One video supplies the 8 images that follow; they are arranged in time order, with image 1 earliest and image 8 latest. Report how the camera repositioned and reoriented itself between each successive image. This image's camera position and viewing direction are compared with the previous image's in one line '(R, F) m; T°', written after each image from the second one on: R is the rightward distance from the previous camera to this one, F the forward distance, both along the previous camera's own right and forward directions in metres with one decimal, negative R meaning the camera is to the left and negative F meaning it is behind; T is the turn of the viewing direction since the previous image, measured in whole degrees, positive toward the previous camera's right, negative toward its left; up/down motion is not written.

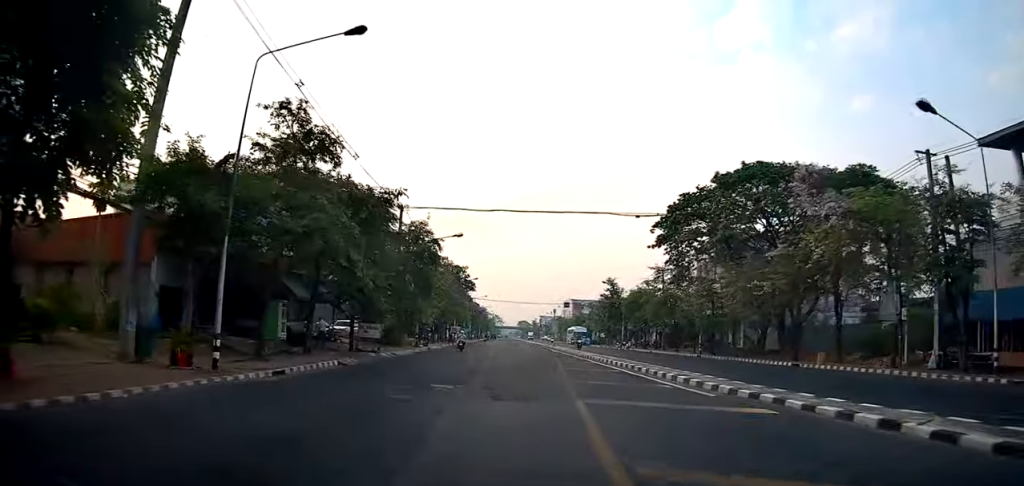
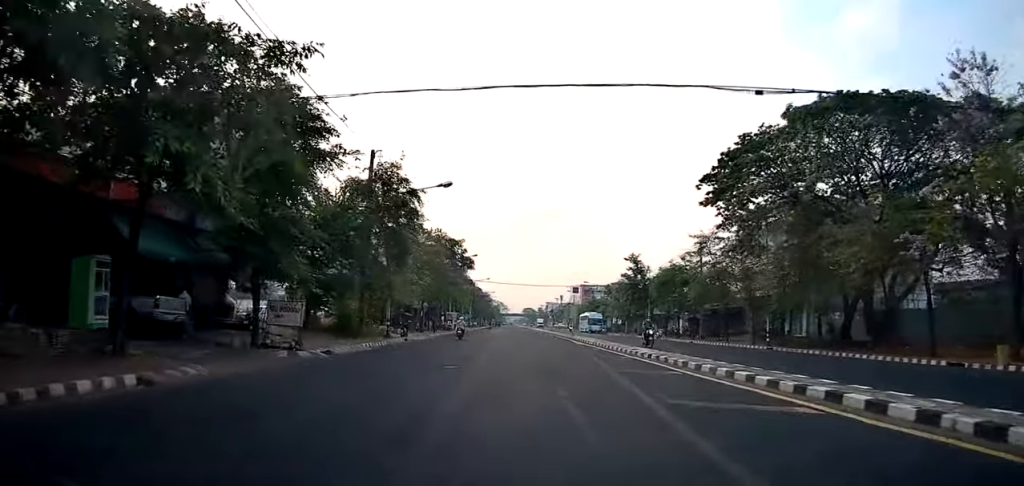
(-0.1, +13.2) m; -1°
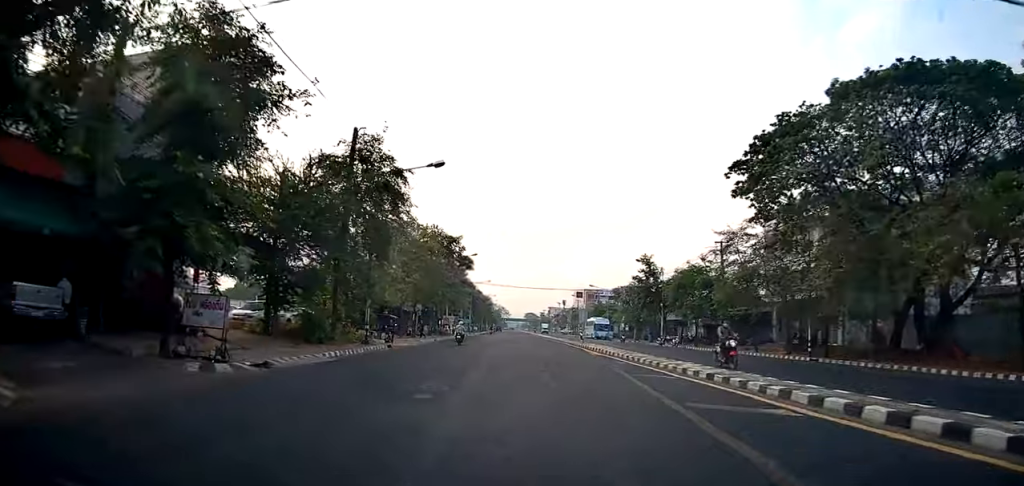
(-0.1, +5.6) m; +1°
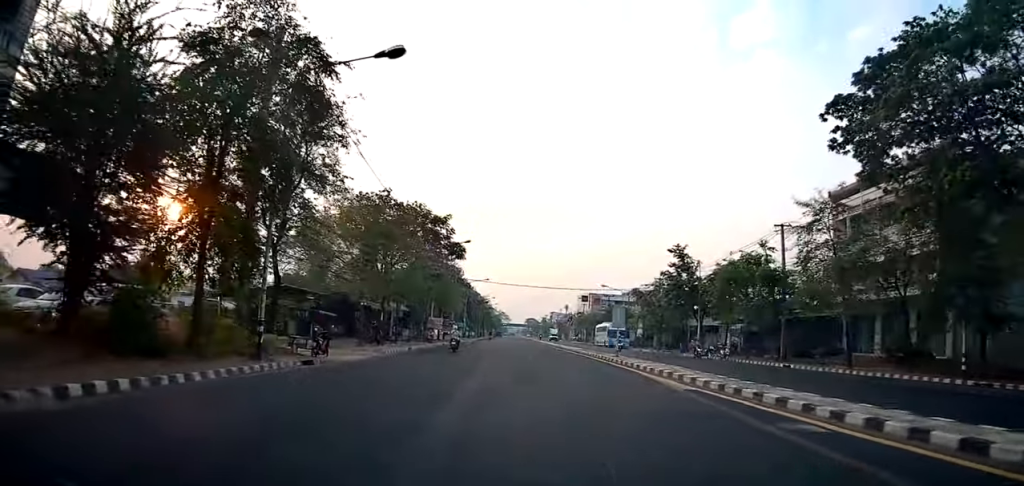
(+0.3, +12.7) m; +1°
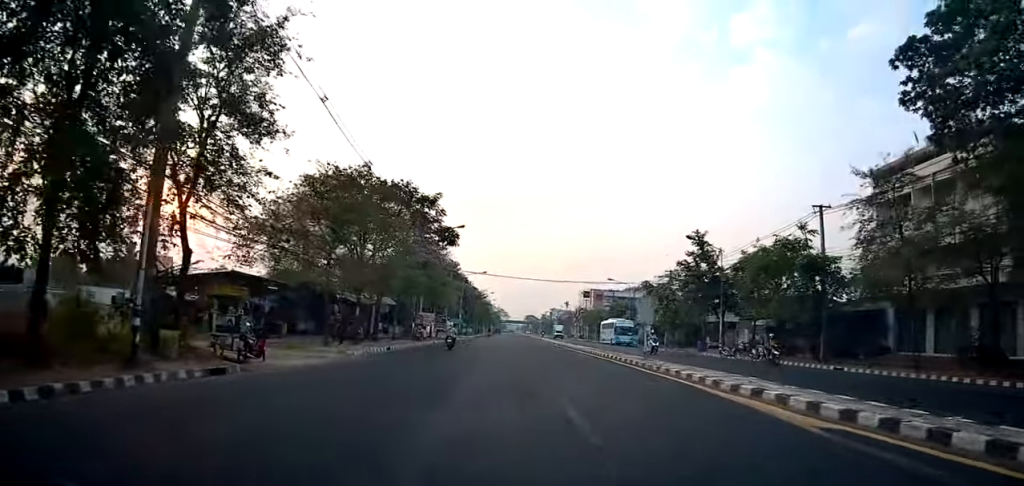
(+0.3, +5.9) m; 0°
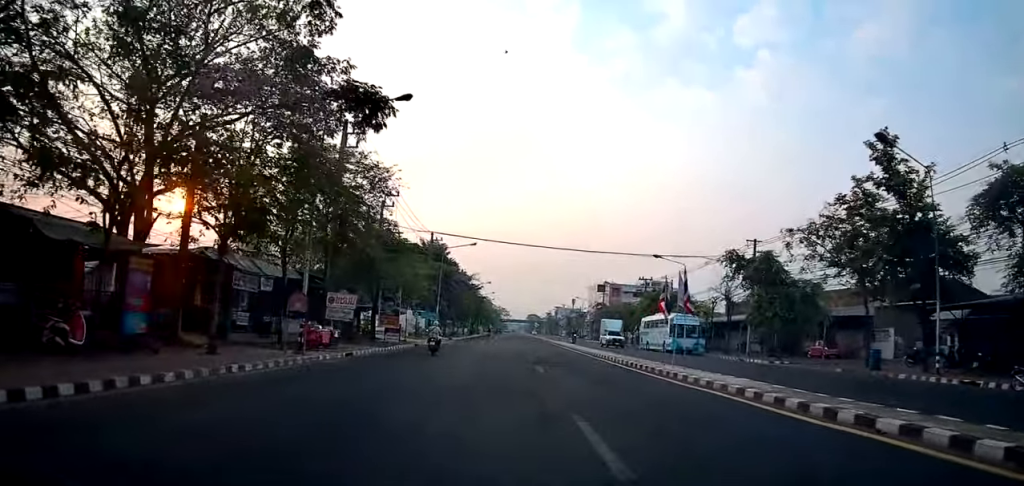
(-1.4, +26.0) m; -1°
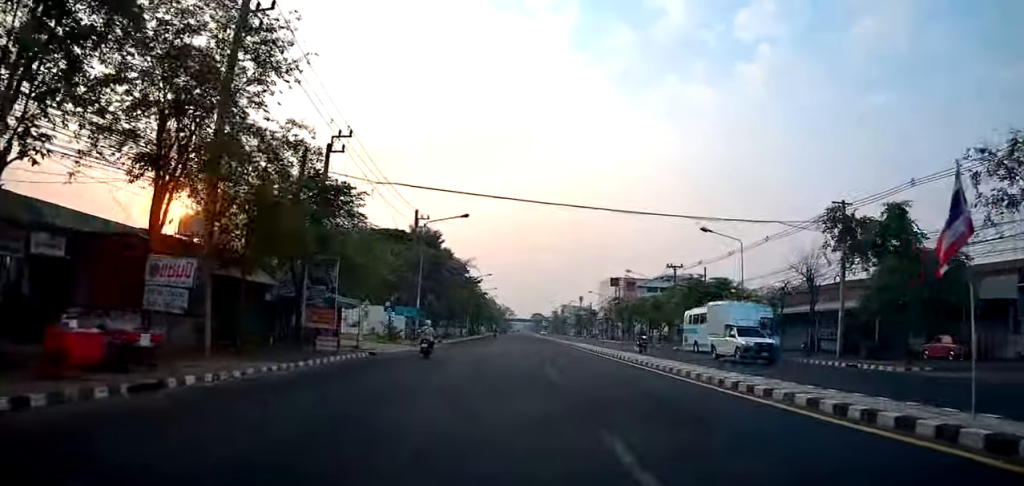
(+0.6, +13.7) m; +1°
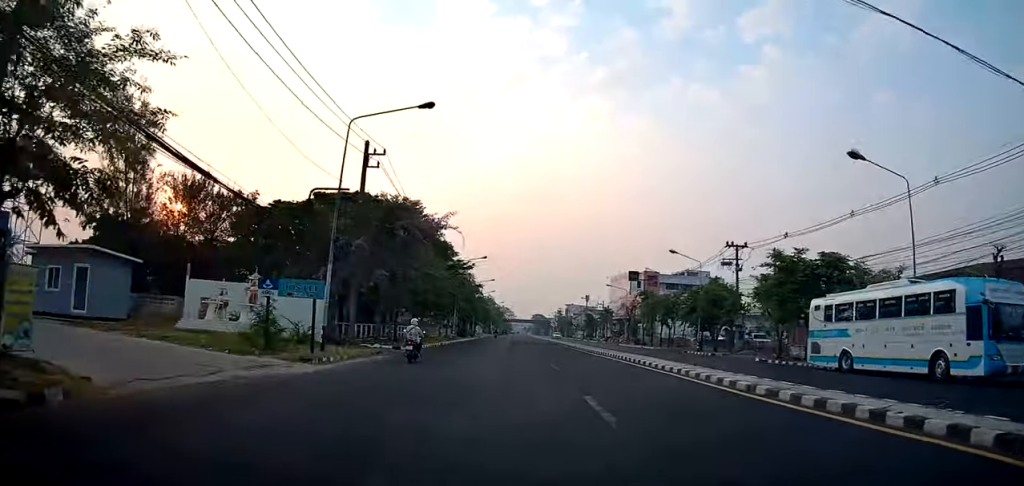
(-0.1, +20.1) m; 0°
